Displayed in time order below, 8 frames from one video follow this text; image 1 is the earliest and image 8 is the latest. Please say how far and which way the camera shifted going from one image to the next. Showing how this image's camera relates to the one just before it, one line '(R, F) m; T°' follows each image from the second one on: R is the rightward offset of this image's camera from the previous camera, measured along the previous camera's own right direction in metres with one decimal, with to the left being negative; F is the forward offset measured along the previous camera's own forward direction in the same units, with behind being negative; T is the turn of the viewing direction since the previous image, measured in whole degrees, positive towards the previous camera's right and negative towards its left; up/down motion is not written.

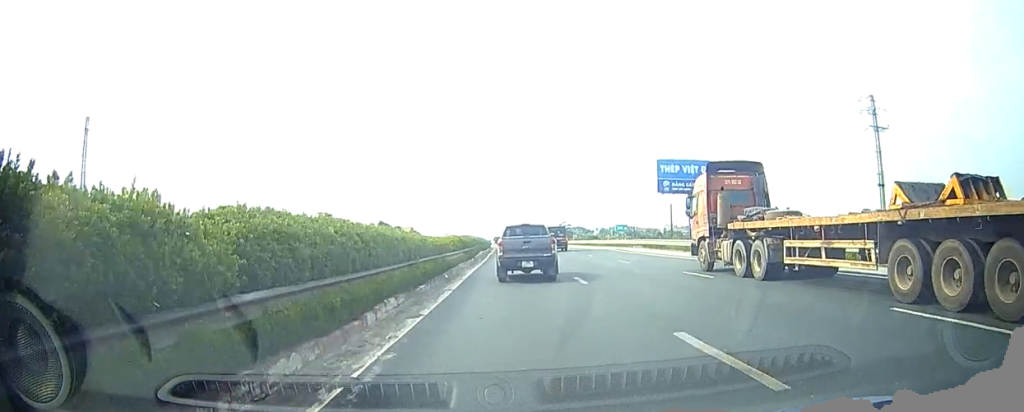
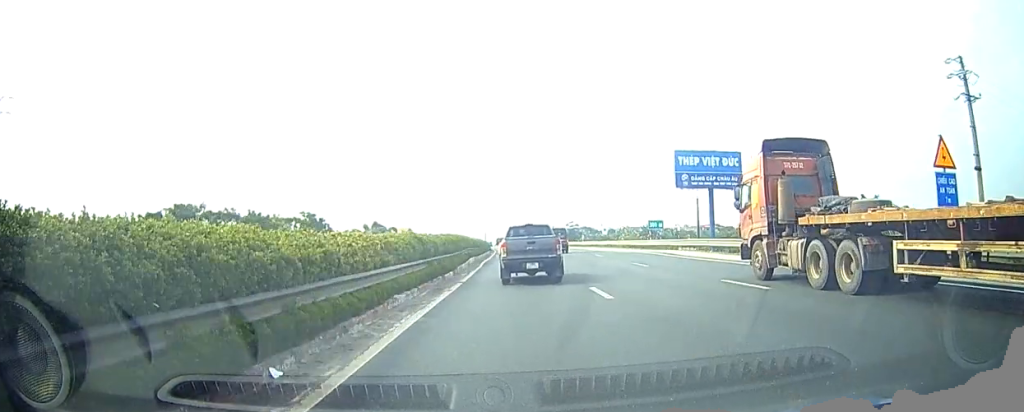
(0.0, +15.8) m; 0°
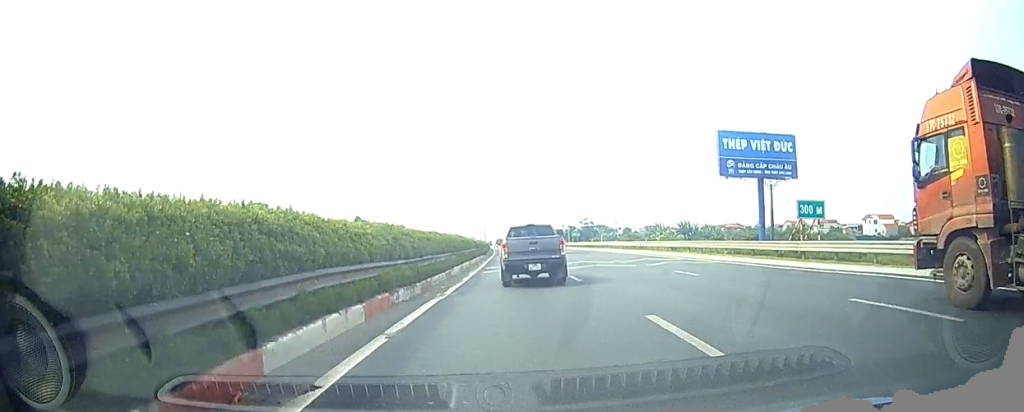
(-0.4, +33.5) m; -1°
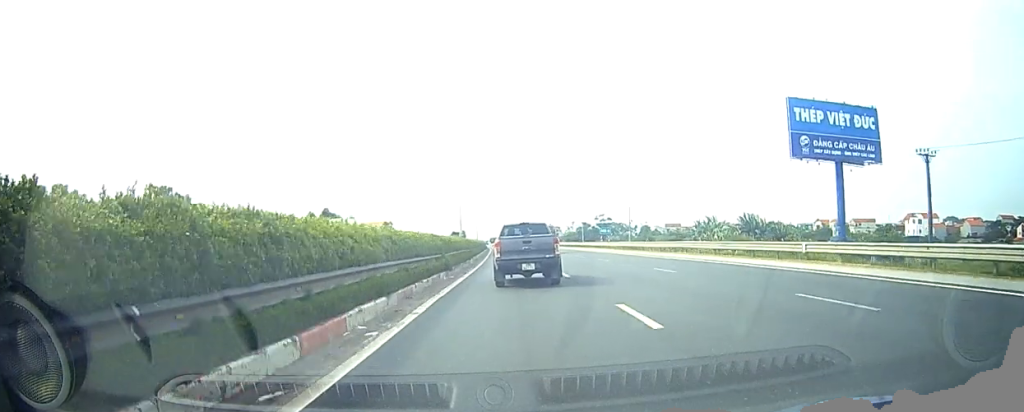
(+0.5, +33.0) m; +1°
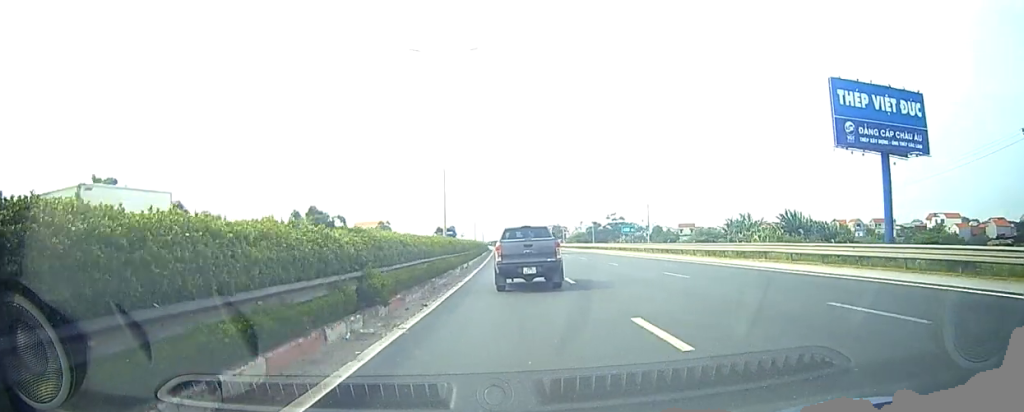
(0.0, +13.4) m; -1°
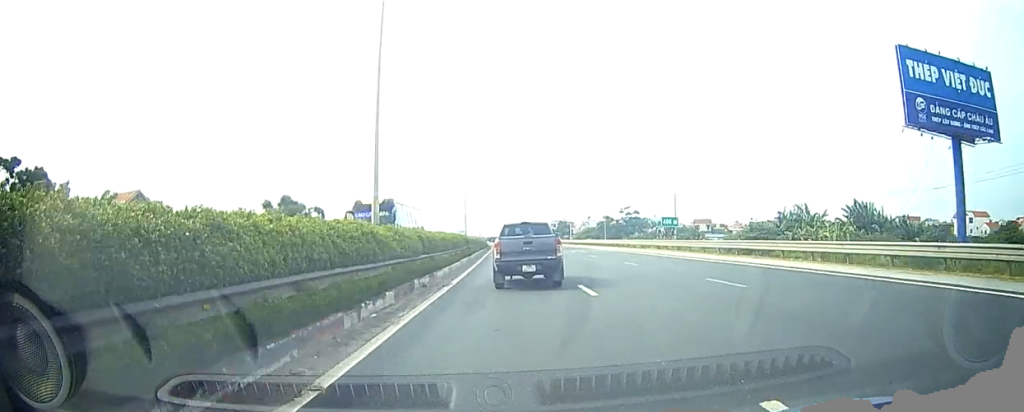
(-0.3, +18.3) m; -1°
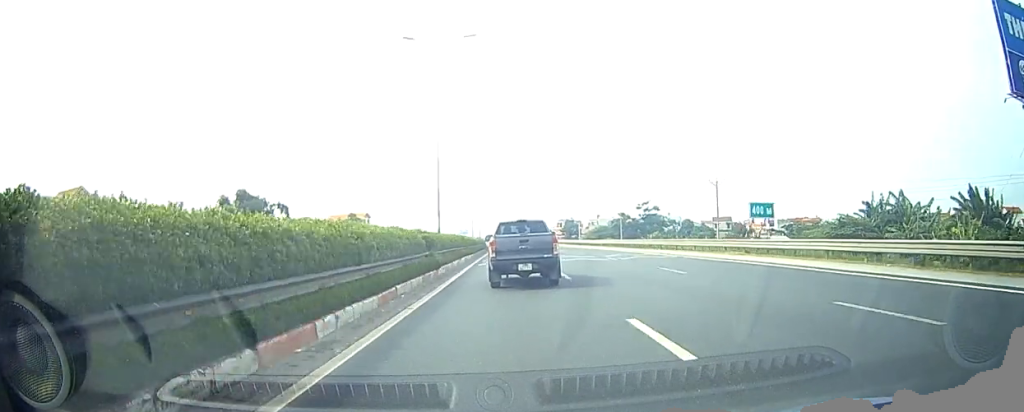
(0.0, +19.6) m; 0°
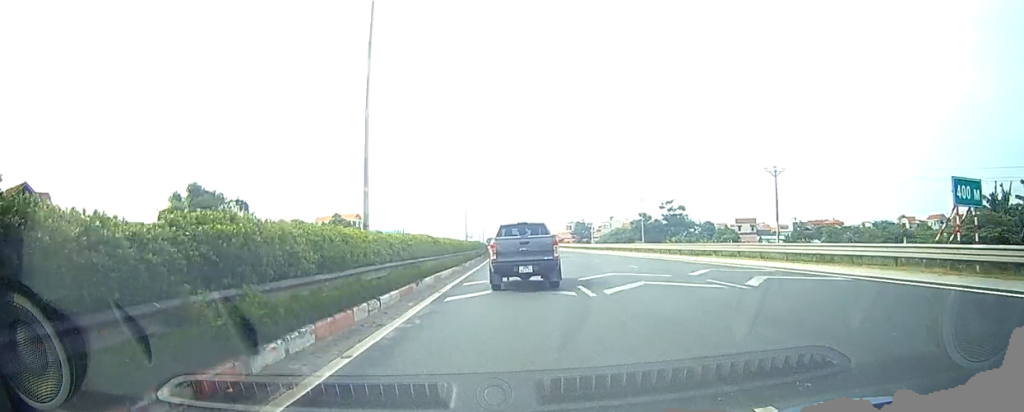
(0.0, +17.1) m; 0°
